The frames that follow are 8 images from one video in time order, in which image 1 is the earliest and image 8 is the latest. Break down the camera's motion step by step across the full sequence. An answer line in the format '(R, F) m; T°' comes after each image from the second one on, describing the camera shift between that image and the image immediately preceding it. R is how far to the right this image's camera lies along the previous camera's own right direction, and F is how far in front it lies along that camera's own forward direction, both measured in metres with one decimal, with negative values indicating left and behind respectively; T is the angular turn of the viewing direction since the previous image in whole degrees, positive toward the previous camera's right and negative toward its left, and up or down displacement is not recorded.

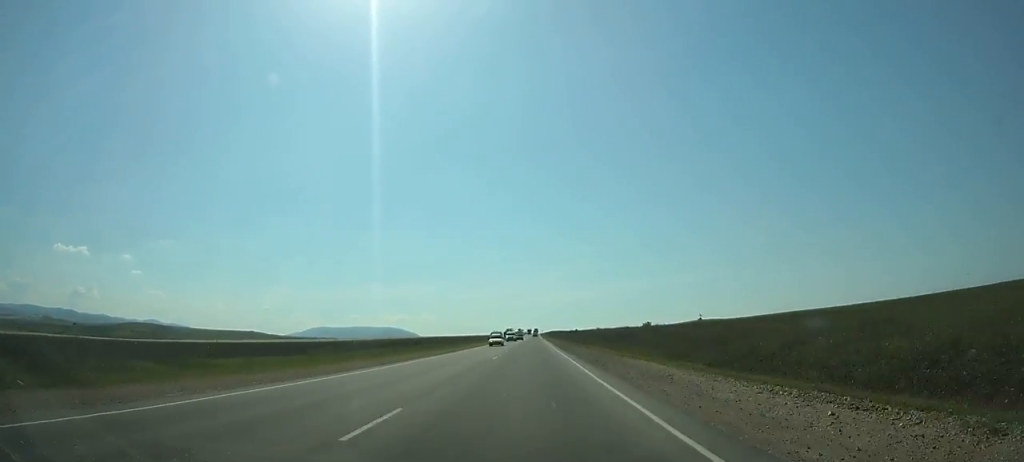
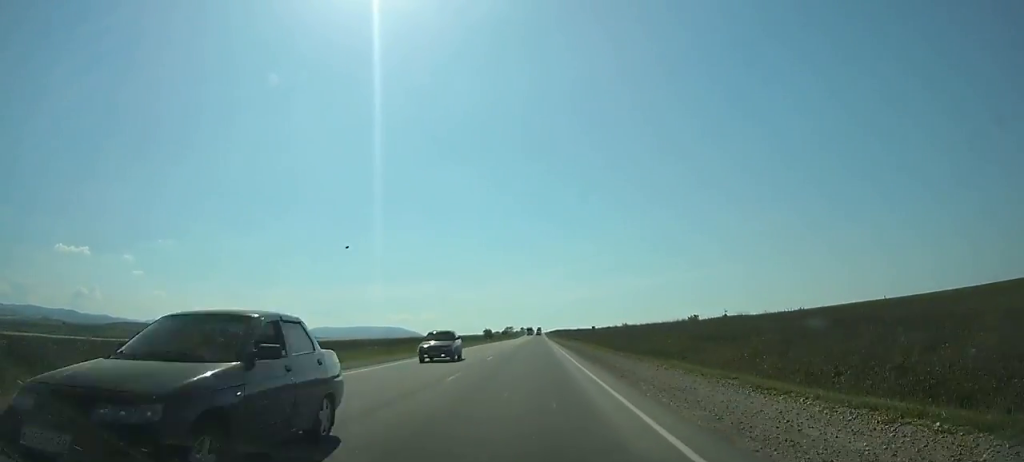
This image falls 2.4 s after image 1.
(-0.1, +50.6) m; 0°
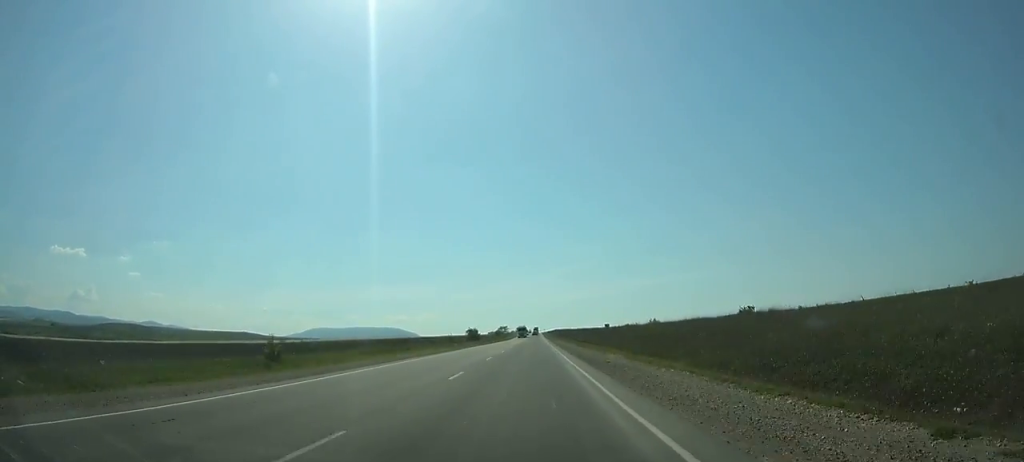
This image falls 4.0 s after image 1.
(0.0, +33.6) m; 0°
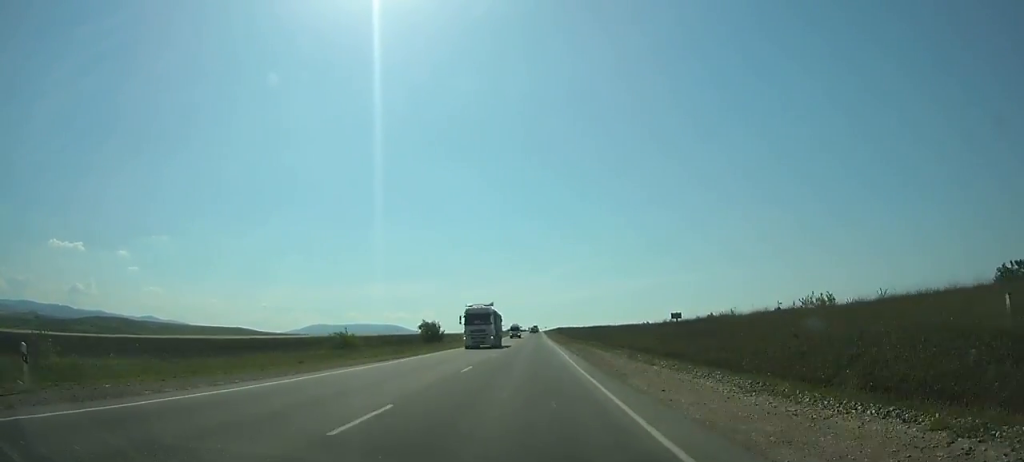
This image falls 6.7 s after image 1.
(-0.2, +56.4) m; 0°
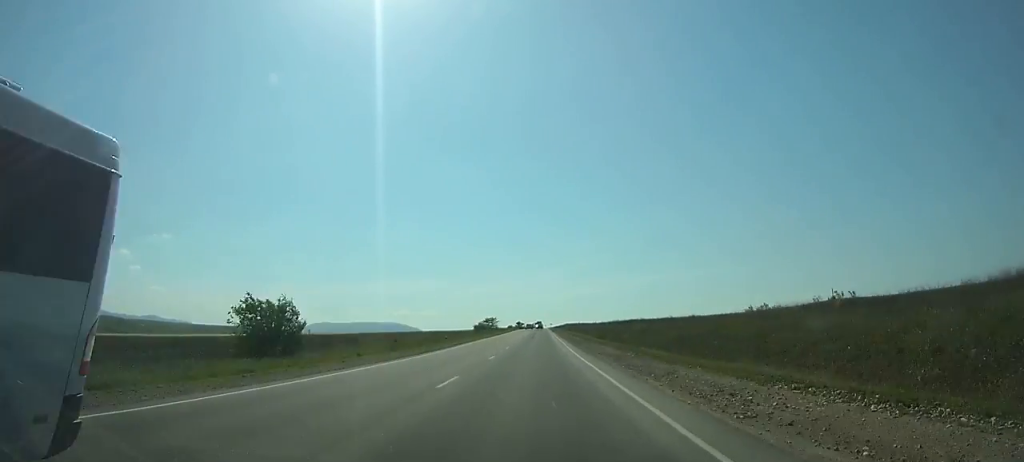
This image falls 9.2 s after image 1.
(-0.1, +51.8) m; 0°
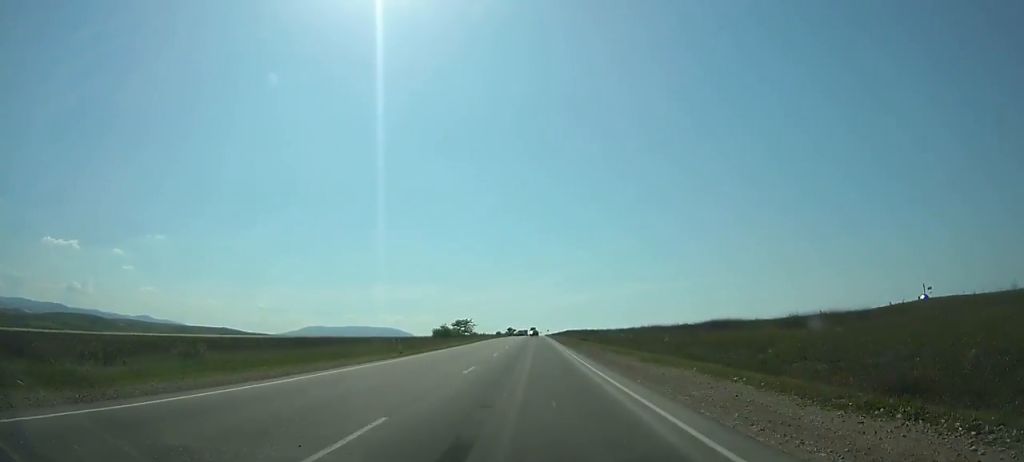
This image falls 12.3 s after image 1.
(+0.2, +64.0) m; 0°
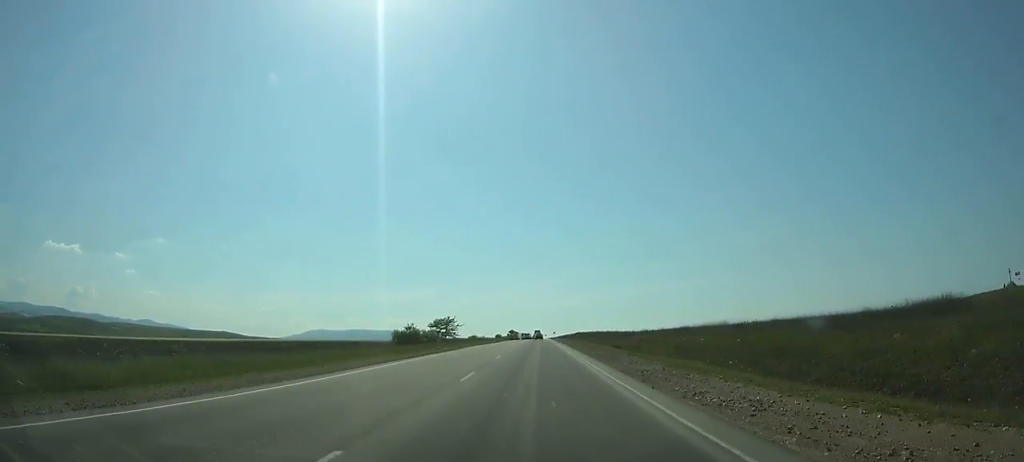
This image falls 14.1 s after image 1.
(+0.1, +38.6) m; 0°
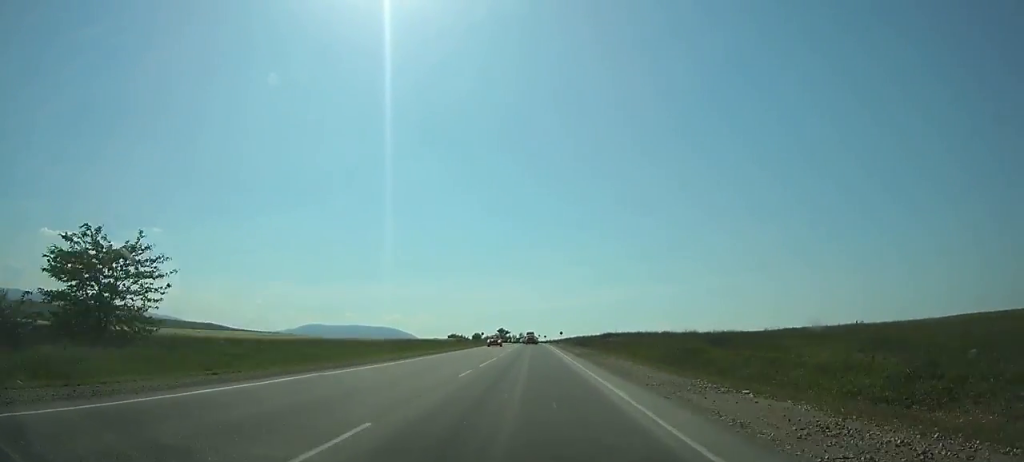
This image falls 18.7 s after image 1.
(-0.2, +94.8) m; -1°
